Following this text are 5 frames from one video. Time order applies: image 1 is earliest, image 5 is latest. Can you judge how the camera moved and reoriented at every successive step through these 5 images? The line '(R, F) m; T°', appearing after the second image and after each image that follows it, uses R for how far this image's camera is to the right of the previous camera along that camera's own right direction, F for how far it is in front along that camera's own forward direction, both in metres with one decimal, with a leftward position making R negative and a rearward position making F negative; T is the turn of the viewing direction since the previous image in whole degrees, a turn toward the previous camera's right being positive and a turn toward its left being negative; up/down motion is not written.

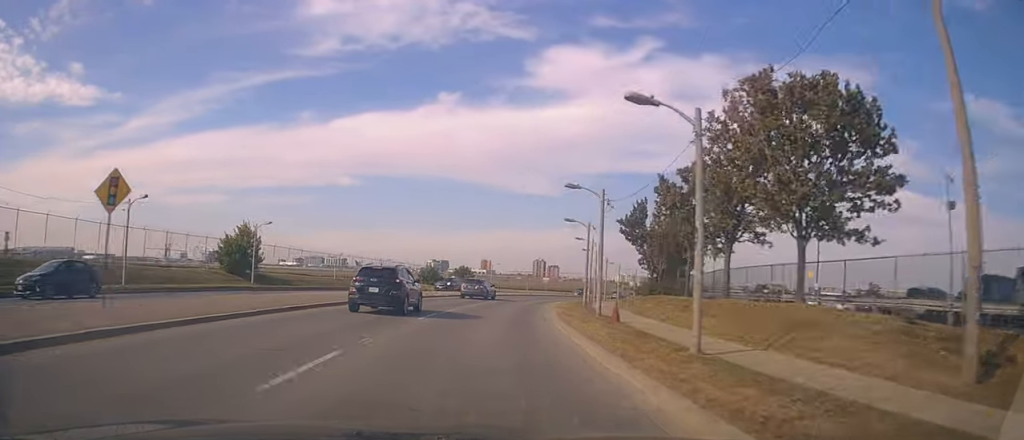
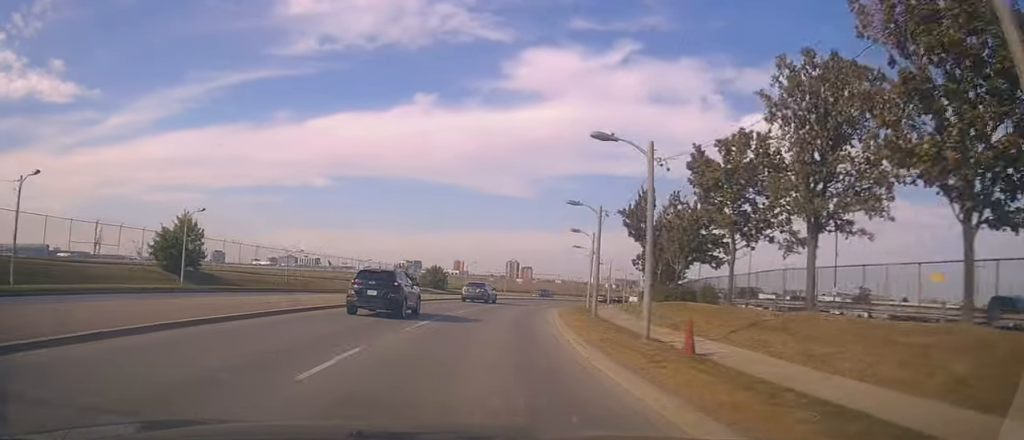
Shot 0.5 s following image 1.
(0.0, +7.9) m; +1°
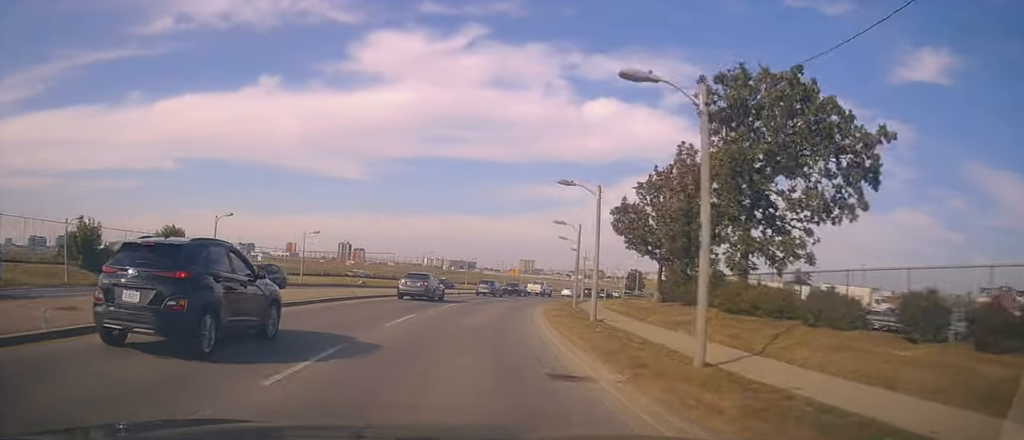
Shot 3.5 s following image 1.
(+6.1, +46.8) m; +15°
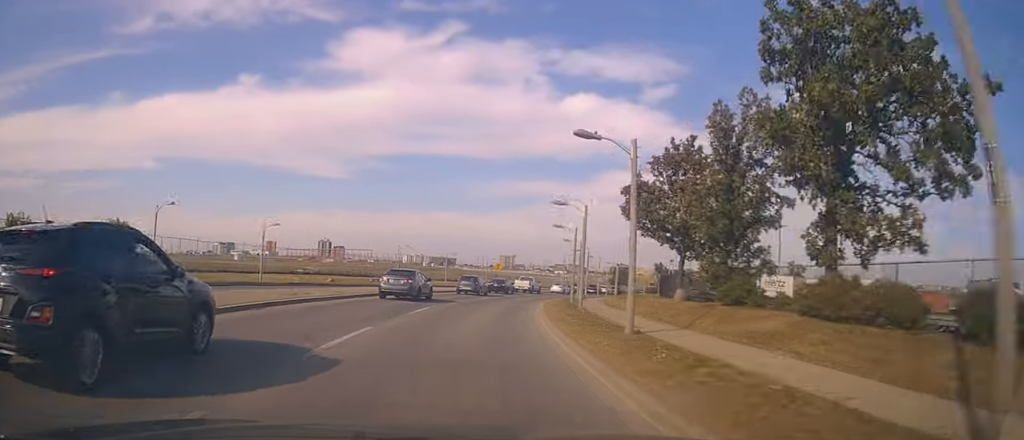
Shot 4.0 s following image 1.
(+0.2, +6.6) m; +3°
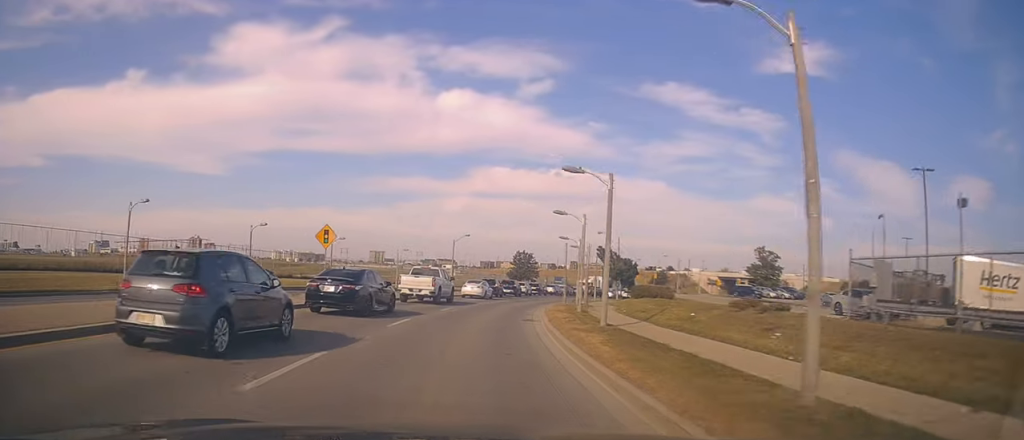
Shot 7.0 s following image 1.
(+5.7, +40.9) m; +13°
